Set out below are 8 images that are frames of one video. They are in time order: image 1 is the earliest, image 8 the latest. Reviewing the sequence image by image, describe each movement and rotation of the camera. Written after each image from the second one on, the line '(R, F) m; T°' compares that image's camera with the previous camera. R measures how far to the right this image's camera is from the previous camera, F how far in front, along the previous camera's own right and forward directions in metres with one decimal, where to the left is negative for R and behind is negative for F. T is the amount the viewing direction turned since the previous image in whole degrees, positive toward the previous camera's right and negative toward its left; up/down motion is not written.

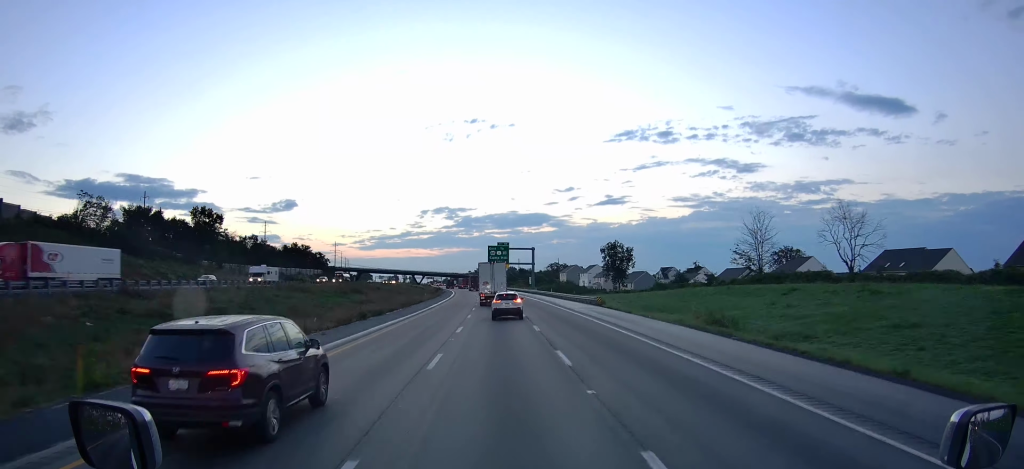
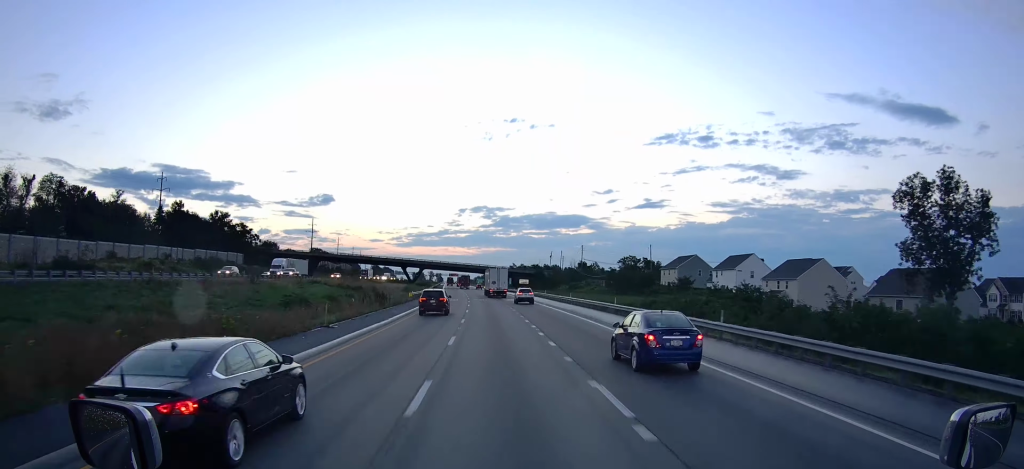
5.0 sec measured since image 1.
(-3.3, +140.6) m; -3°
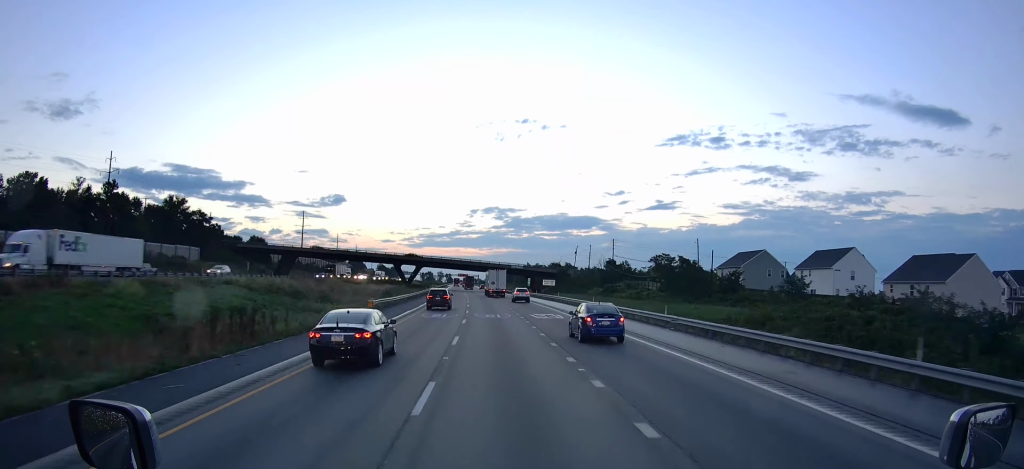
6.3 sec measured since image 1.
(-0.3, +36.5) m; -1°
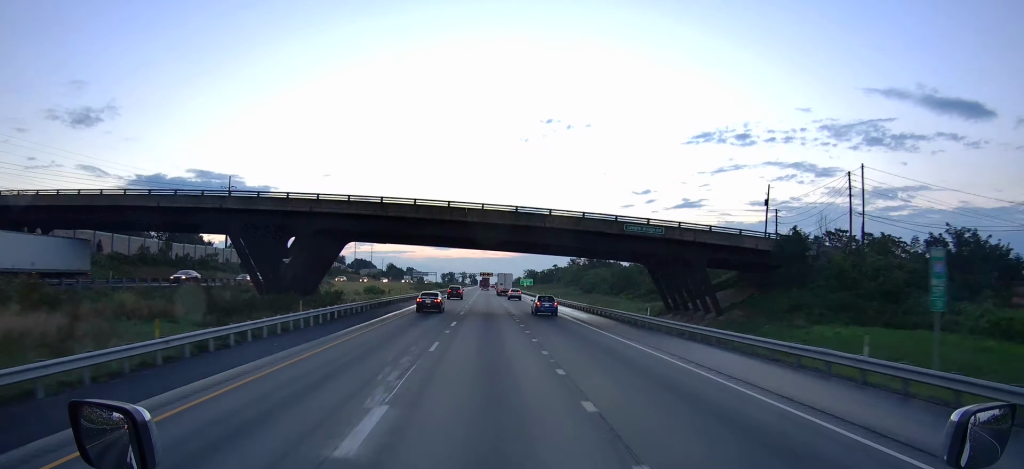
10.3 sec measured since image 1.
(-3.2, +112.2) m; -2°
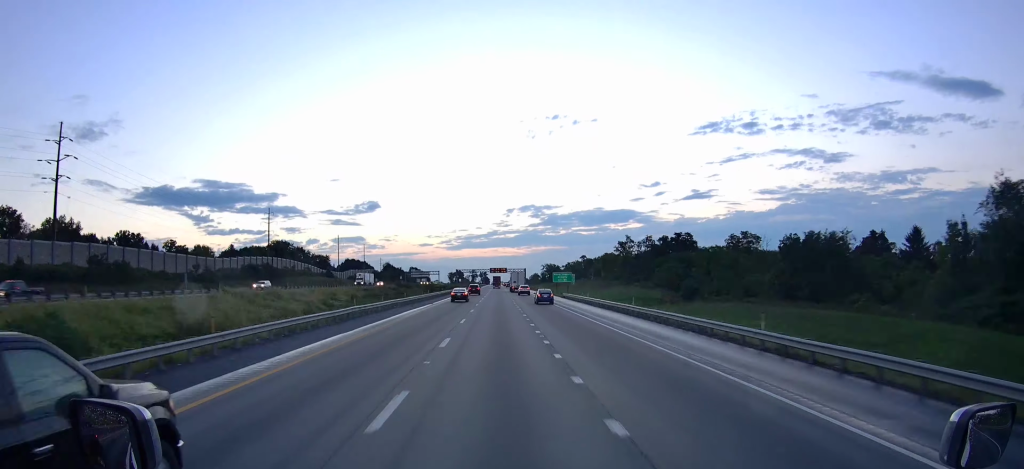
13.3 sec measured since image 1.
(-0.6, +84.0) m; -1°
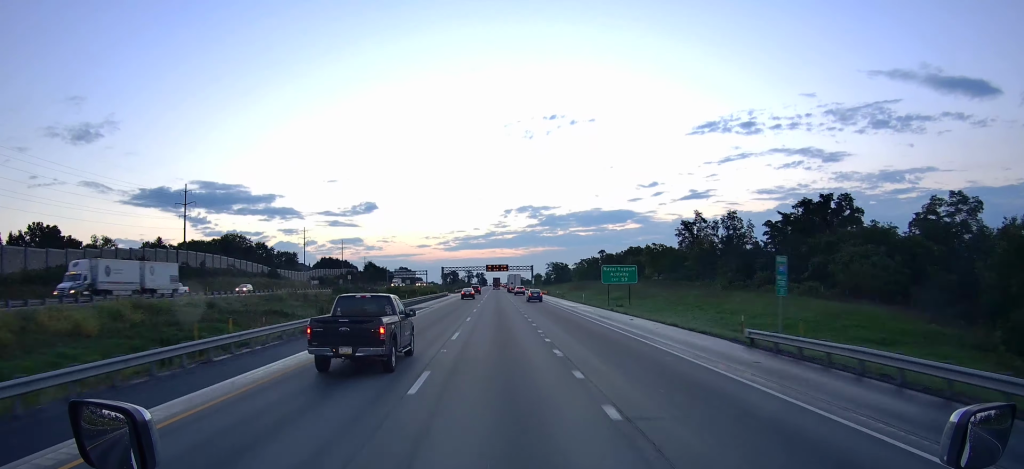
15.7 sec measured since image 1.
(-0.1, +67.2) m; 0°
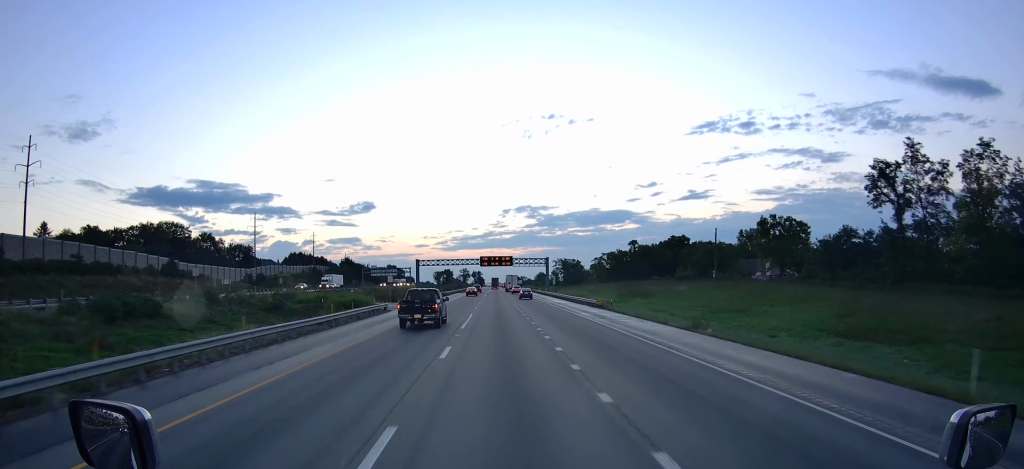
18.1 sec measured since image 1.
(-0.2, +67.1) m; 0°
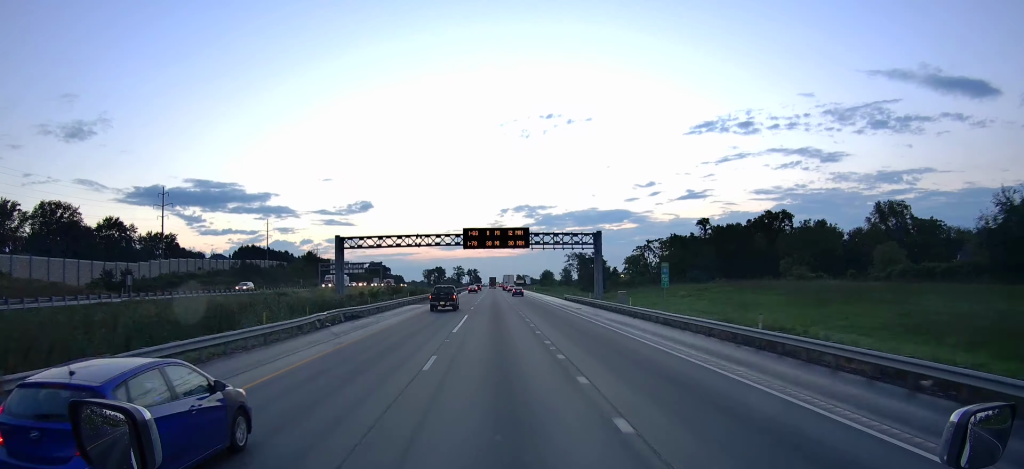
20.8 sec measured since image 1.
(+0.2, +75.5) m; 0°
